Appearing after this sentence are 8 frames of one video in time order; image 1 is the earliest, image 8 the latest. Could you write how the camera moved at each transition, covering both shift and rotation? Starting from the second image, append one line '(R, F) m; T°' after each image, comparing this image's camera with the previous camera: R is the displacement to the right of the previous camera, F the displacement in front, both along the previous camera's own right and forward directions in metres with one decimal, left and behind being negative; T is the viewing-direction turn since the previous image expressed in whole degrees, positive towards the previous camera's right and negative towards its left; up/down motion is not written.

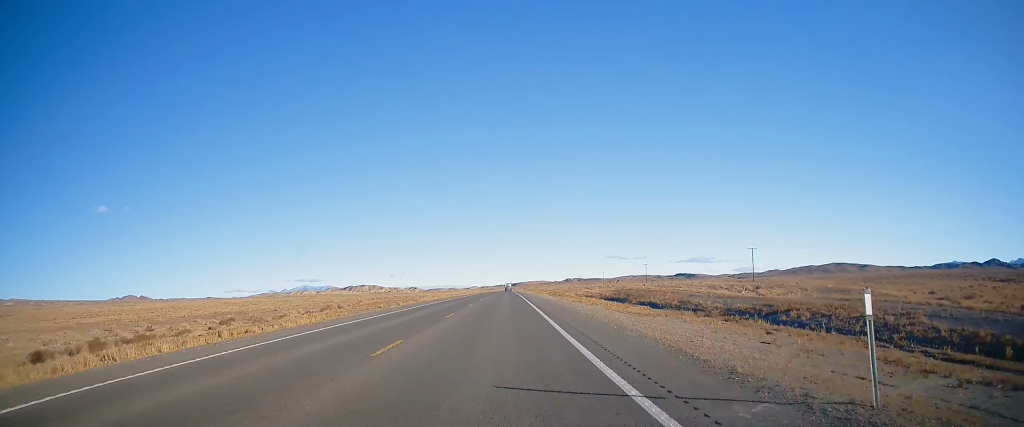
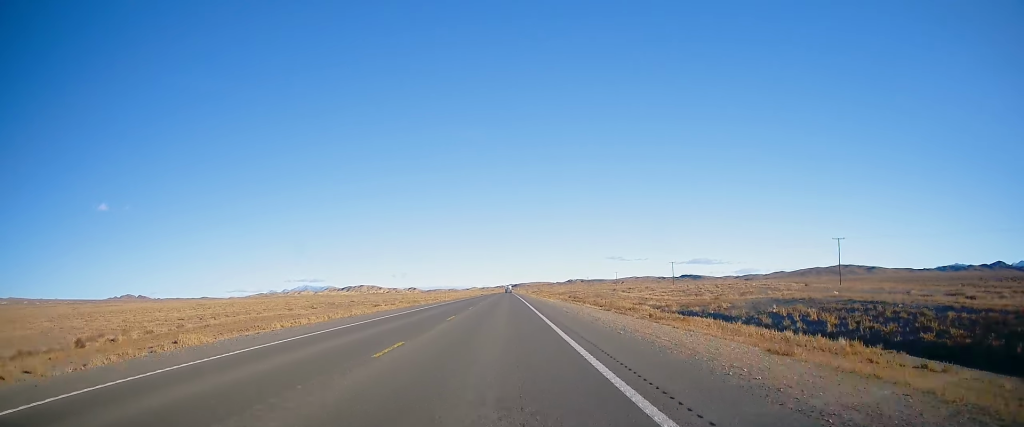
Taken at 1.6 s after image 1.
(0.0, +48.7) m; -1°
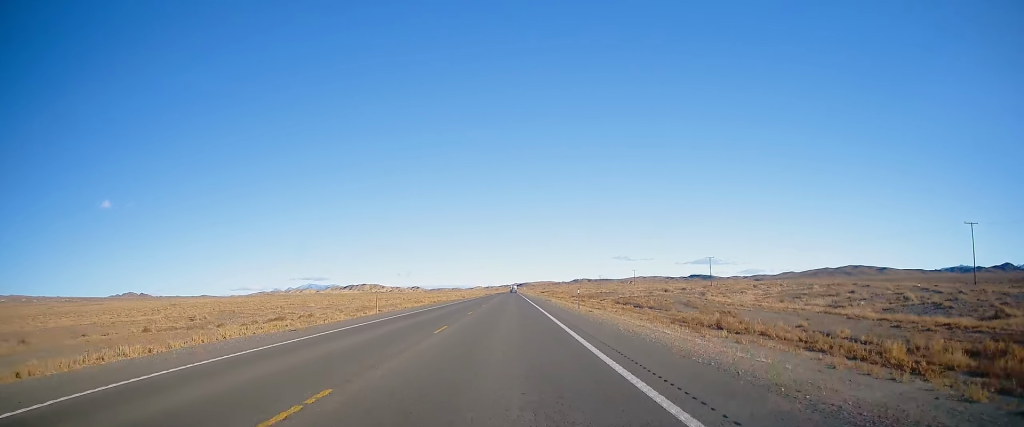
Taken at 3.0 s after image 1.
(-0.6, +42.8) m; 0°
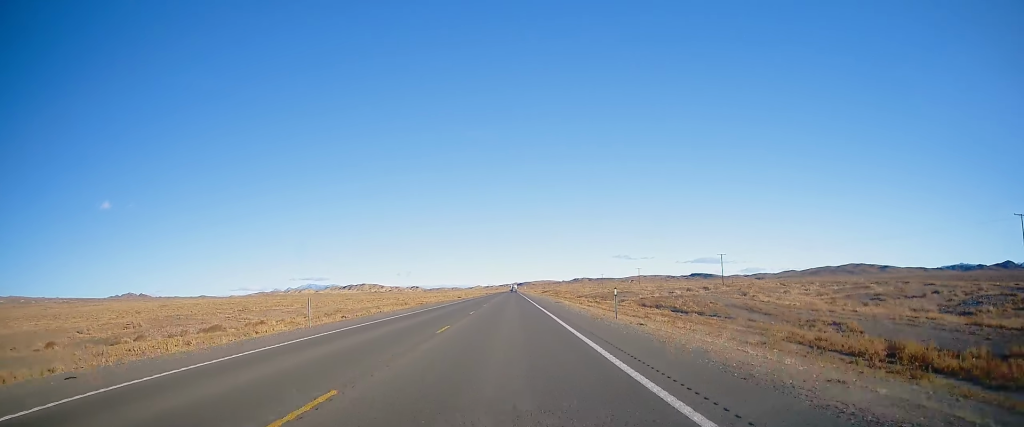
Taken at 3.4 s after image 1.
(0.0, +12.2) m; 0°
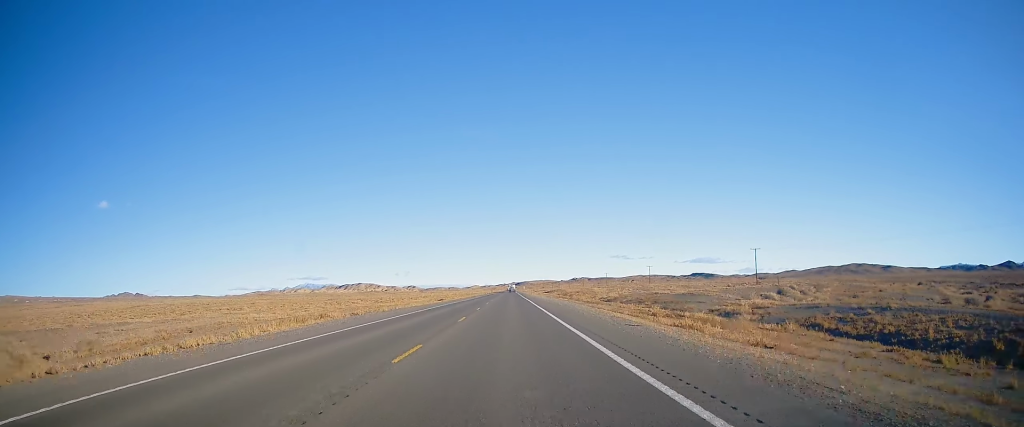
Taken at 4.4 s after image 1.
(+0.2, +30.4) m; +1°
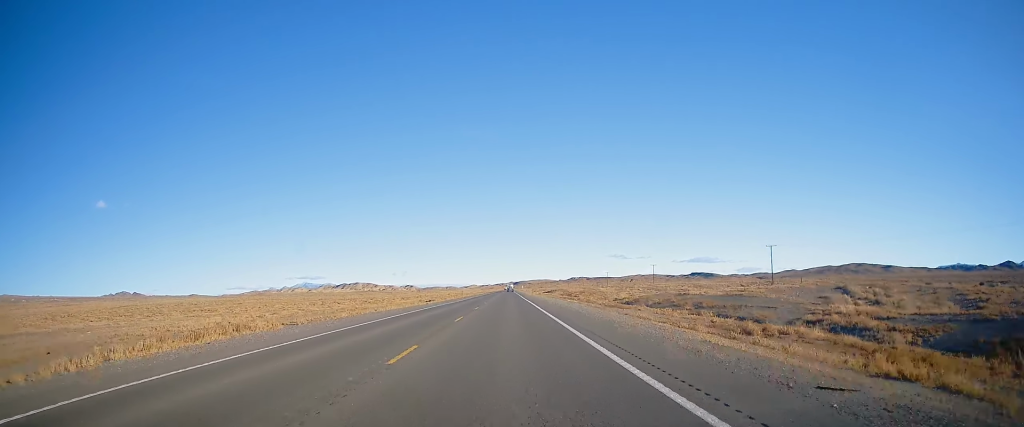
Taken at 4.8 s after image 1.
(+0.1, +12.3) m; 0°
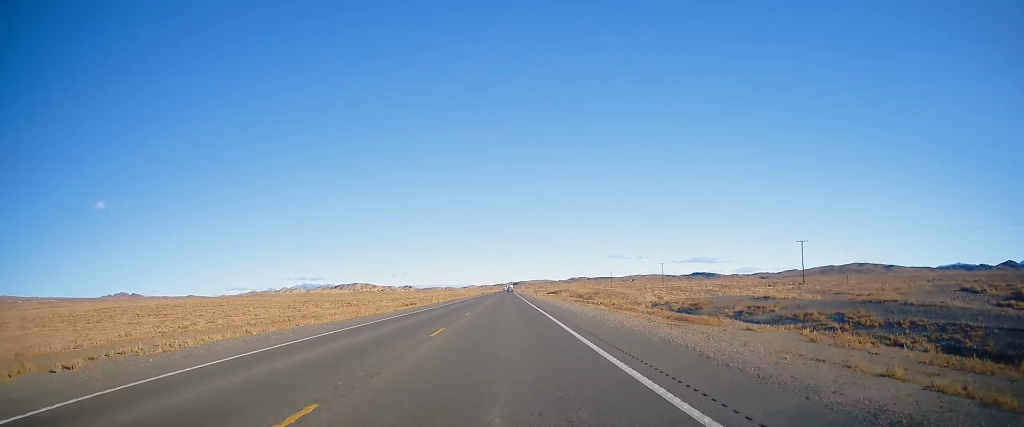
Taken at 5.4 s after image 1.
(+0.2, +18.5) m; 0°
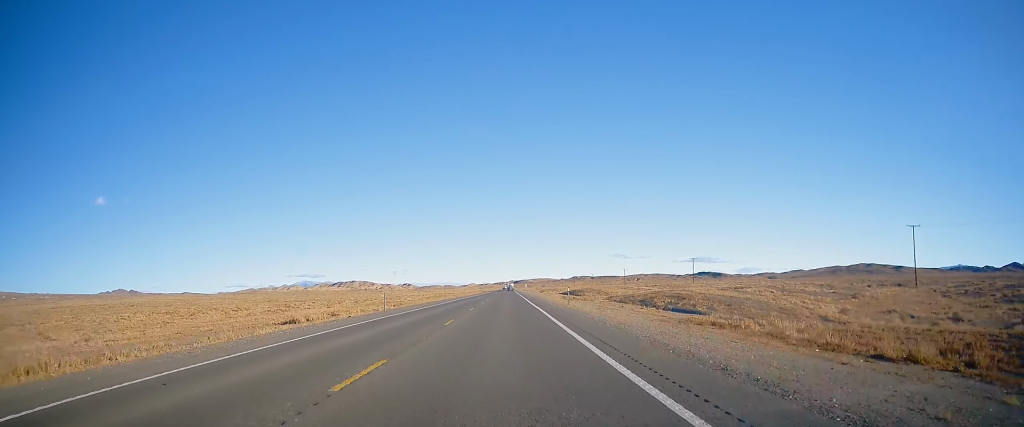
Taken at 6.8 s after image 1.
(-0.1, +44.7) m; +1°
